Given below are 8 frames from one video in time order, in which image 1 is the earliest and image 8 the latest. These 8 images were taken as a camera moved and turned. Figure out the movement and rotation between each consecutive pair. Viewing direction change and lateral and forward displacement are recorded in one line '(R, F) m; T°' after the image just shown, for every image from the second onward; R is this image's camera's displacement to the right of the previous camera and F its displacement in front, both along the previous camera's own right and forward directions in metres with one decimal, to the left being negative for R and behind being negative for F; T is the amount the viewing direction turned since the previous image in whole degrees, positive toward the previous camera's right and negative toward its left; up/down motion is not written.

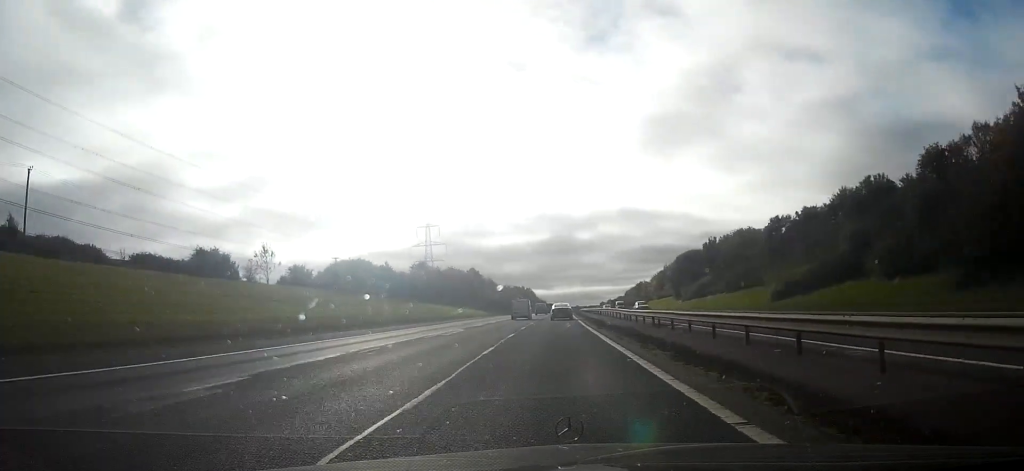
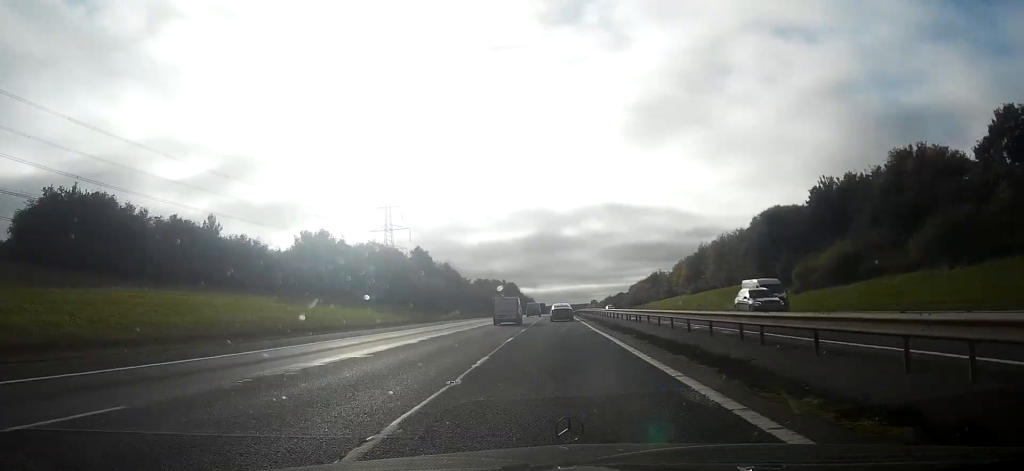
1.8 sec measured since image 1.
(+0.6, +65.7) m; +1°
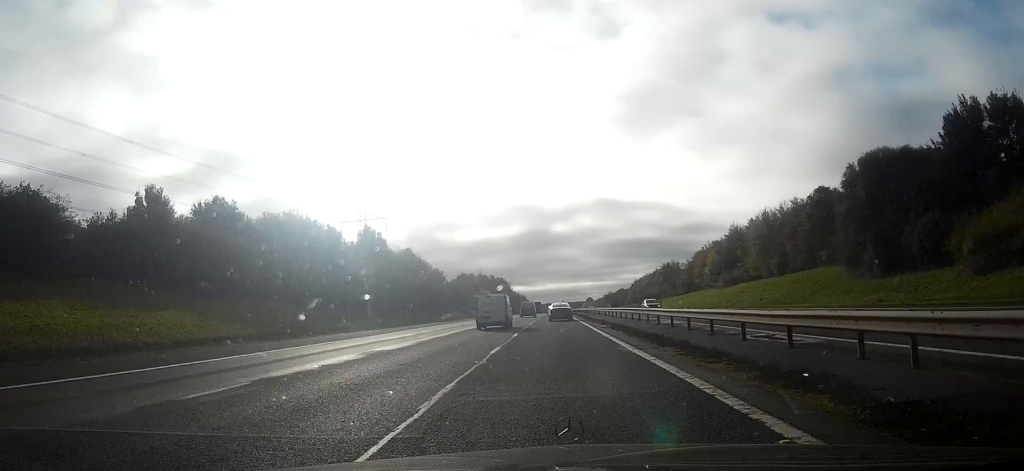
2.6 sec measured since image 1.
(+0.1, +32.3) m; 0°
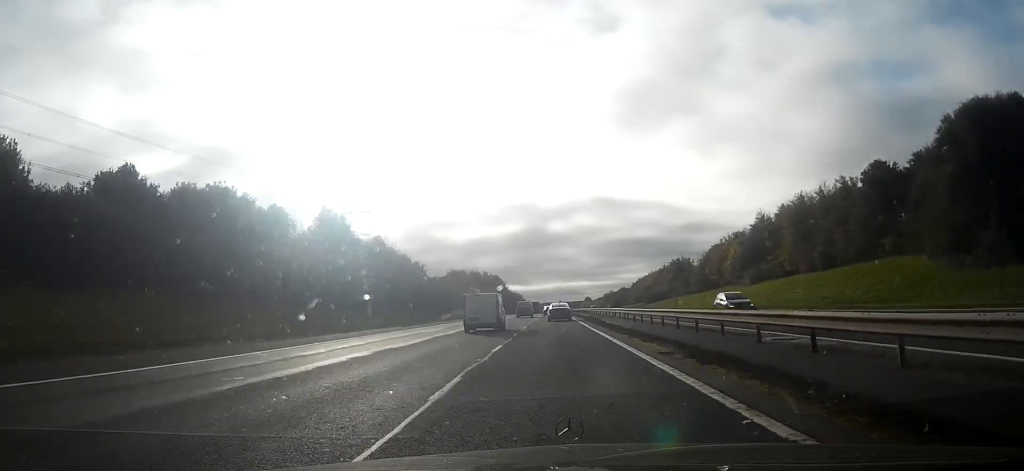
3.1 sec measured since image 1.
(0.0, +17.3) m; 0°
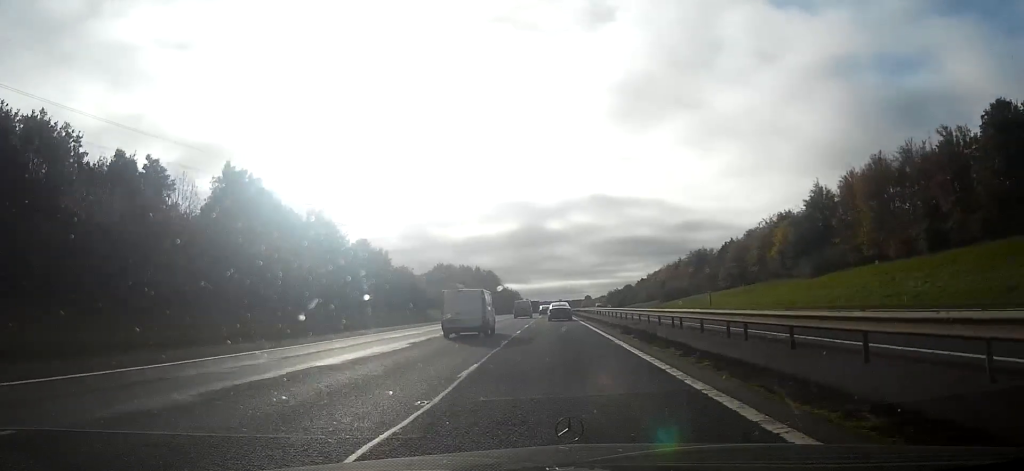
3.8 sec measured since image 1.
(0.0, +24.7) m; 0°
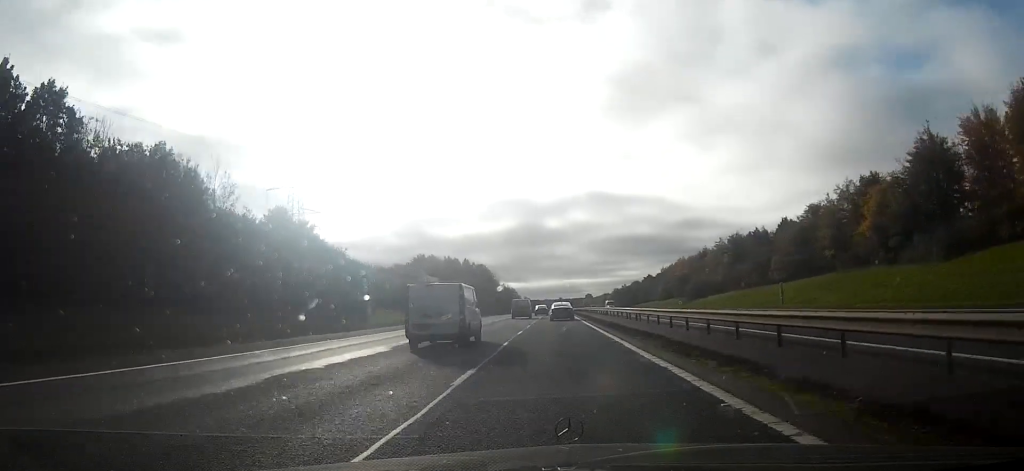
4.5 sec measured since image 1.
(0.0, +28.3) m; 0°
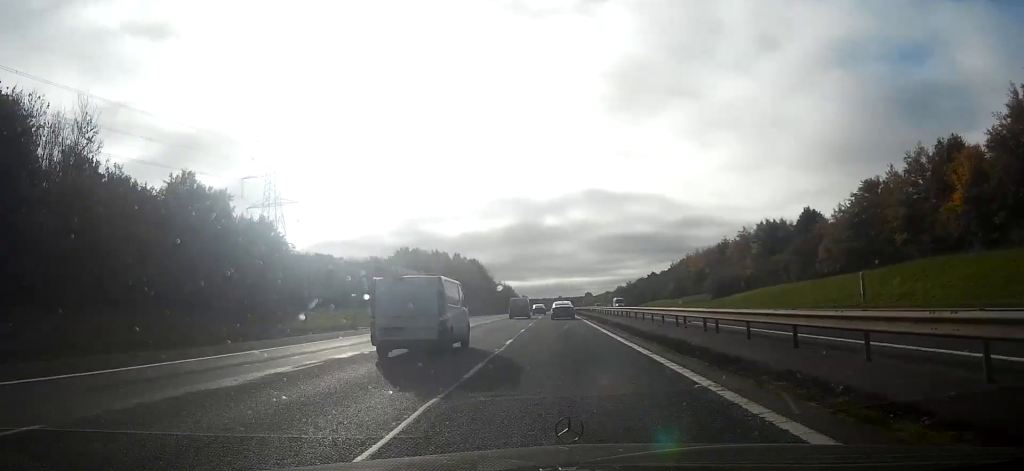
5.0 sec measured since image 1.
(0.0, +17.0) m; 0°
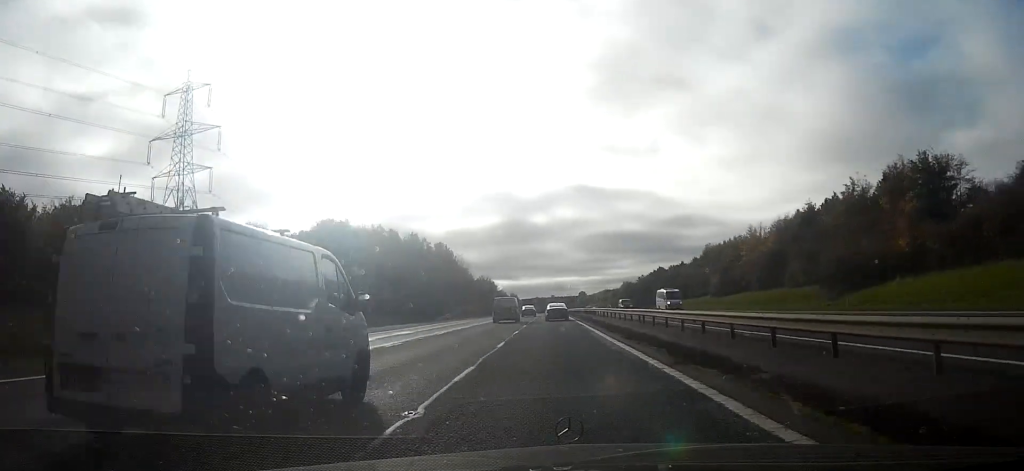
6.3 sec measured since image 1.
(+0.1, +45.5) m; 0°
